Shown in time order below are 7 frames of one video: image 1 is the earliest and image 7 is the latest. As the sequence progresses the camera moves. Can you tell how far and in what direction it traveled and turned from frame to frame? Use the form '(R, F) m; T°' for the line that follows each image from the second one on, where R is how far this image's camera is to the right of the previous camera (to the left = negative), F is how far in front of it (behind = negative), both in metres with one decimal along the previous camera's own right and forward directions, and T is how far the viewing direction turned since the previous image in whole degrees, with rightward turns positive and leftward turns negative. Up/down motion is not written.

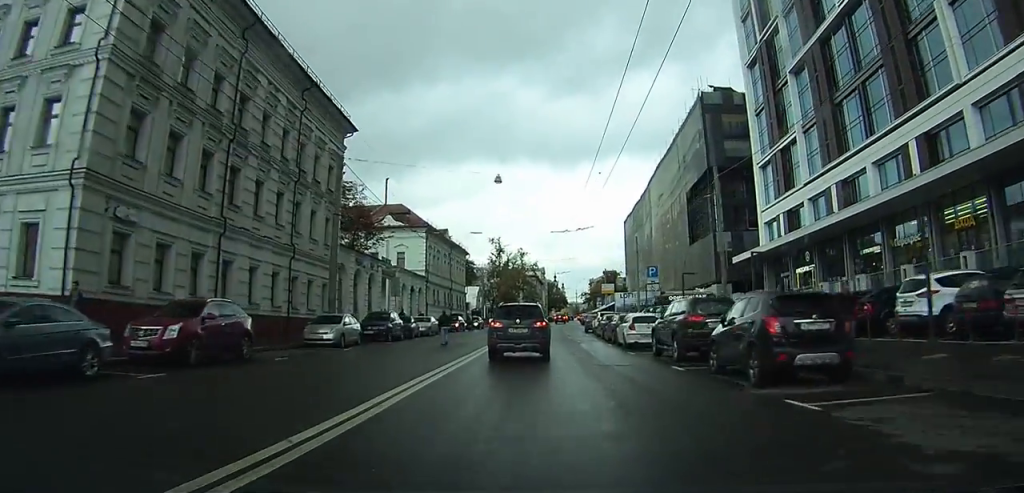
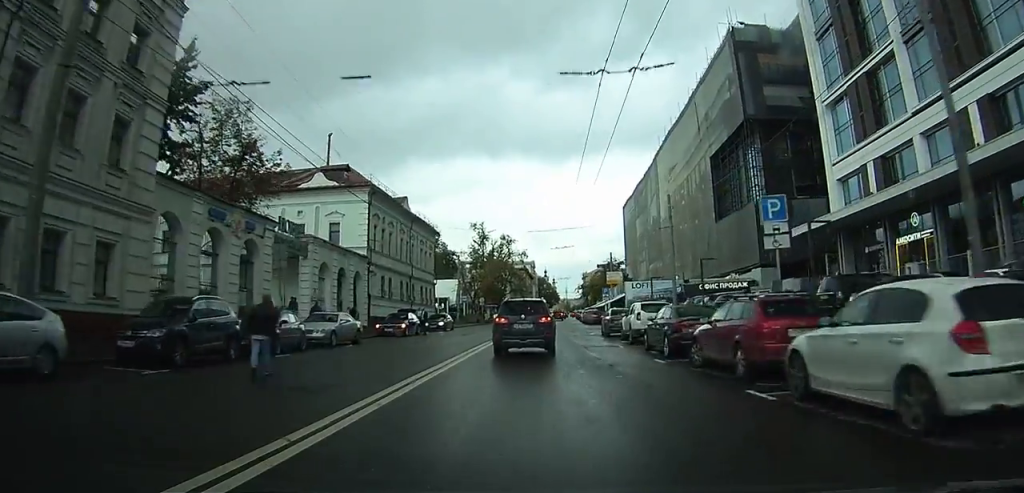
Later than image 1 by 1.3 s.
(+0.1, +18.9) m; 0°
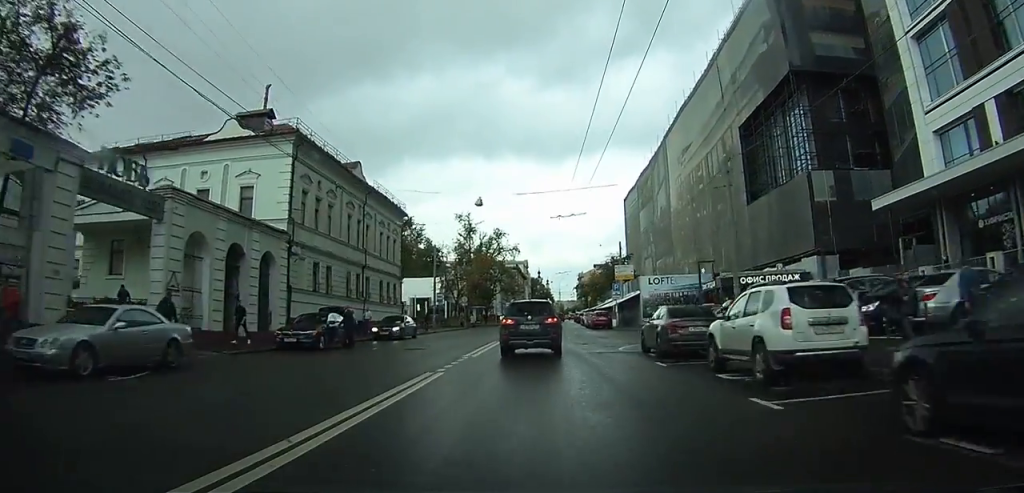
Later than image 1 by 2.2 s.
(0.0, +13.9) m; 0°
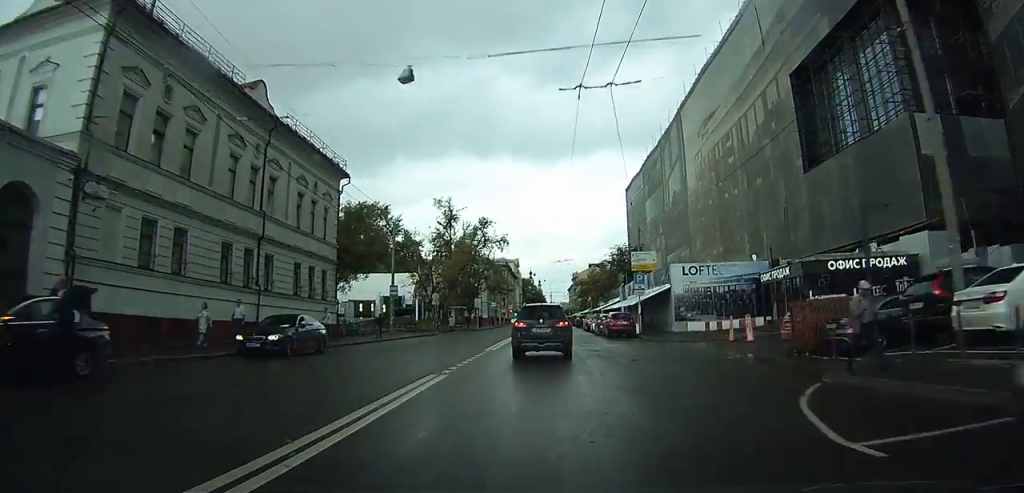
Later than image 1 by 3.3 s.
(0.0, +15.8) m; +1°
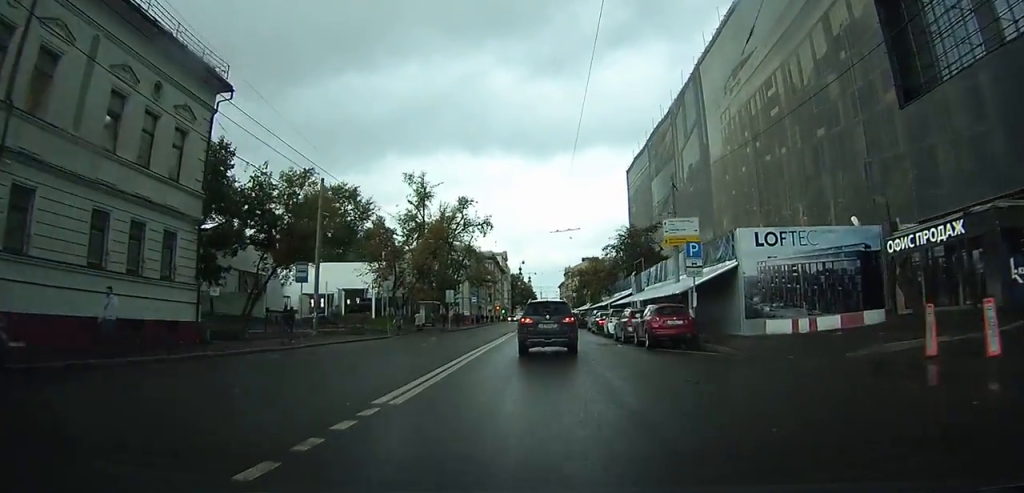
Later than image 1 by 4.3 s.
(+0.2, +15.3) m; +1°
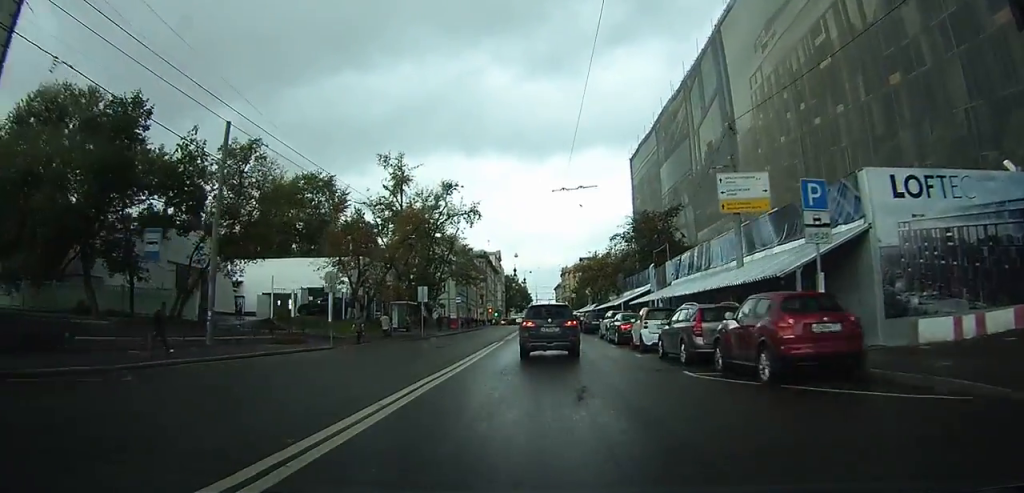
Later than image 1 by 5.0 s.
(0.0, +10.8) m; -1°
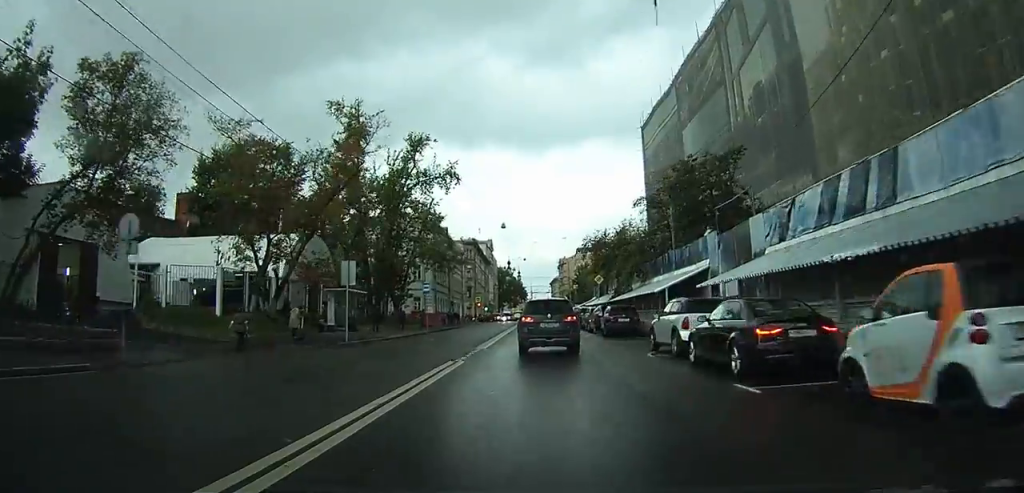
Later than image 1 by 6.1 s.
(-0.2, +15.9) m; -1°
